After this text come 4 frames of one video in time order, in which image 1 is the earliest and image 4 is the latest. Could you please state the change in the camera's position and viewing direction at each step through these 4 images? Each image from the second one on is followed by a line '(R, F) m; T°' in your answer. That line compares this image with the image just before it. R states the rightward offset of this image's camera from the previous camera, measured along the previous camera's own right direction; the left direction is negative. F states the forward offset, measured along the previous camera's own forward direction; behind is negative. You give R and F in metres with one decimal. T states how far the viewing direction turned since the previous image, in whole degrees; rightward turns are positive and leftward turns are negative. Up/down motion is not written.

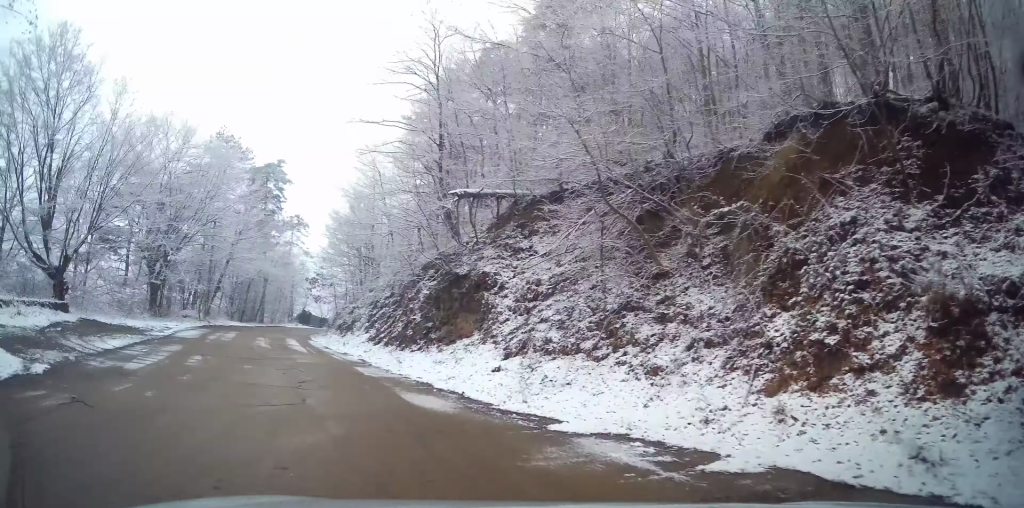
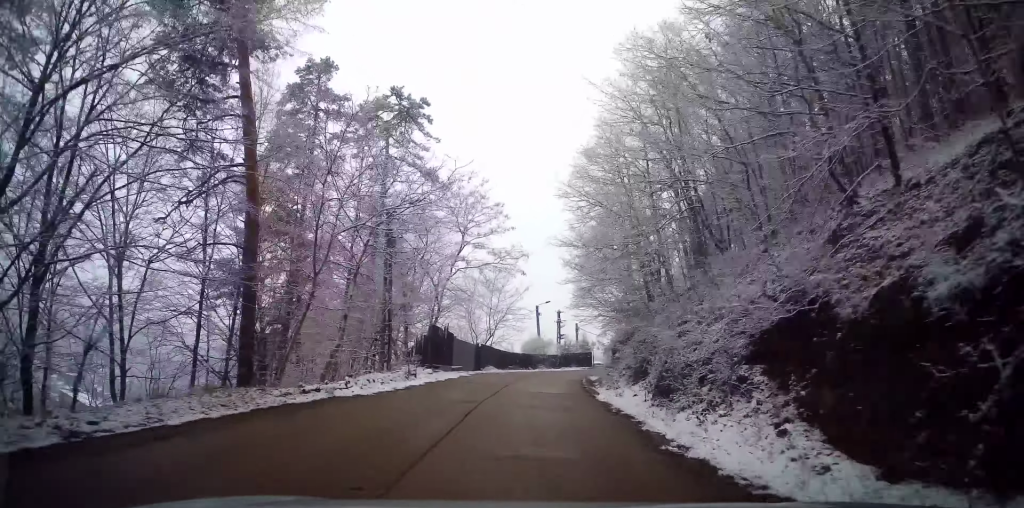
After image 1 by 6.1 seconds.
(-20.9, +54.3) m; -20°
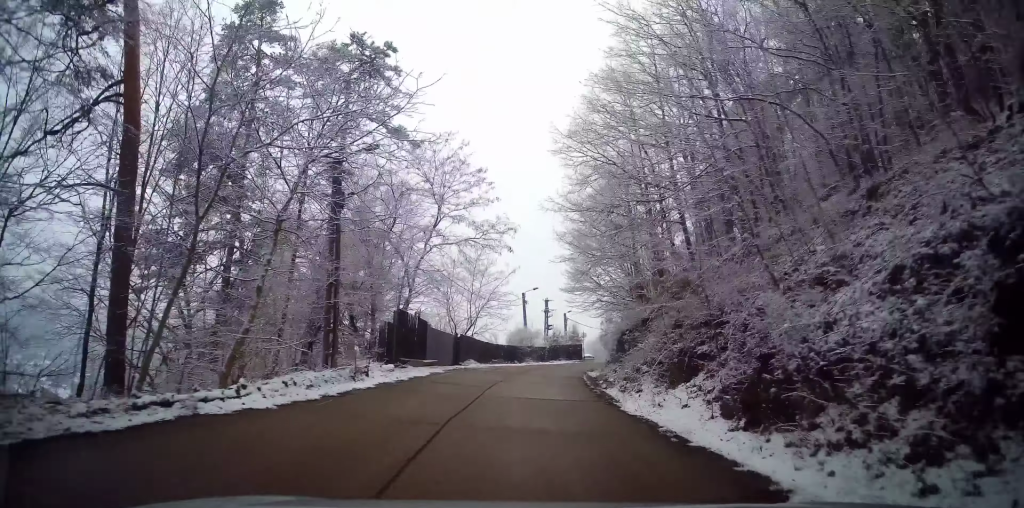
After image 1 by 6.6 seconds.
(+0.3, +5.7) m; +1°
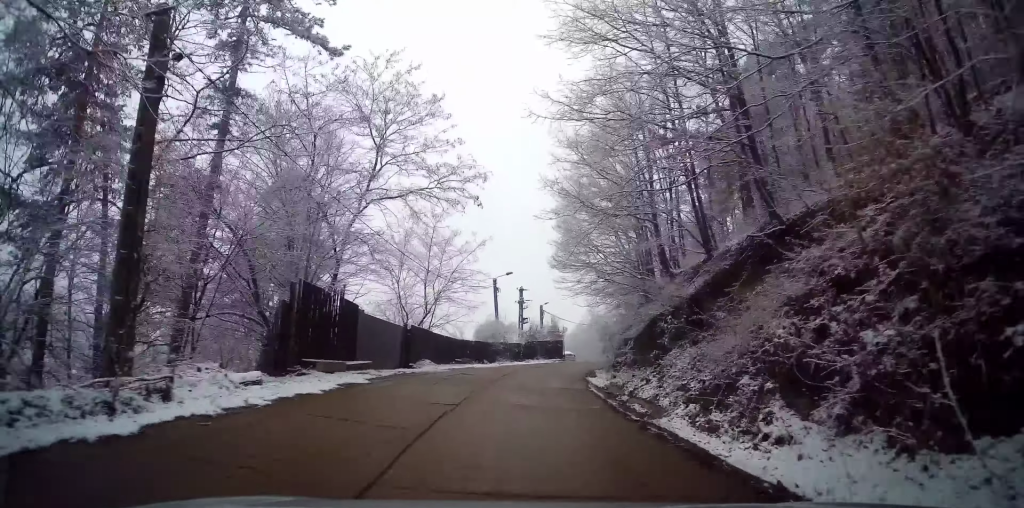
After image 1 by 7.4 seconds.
(0.0, +9.3) m; +2°
